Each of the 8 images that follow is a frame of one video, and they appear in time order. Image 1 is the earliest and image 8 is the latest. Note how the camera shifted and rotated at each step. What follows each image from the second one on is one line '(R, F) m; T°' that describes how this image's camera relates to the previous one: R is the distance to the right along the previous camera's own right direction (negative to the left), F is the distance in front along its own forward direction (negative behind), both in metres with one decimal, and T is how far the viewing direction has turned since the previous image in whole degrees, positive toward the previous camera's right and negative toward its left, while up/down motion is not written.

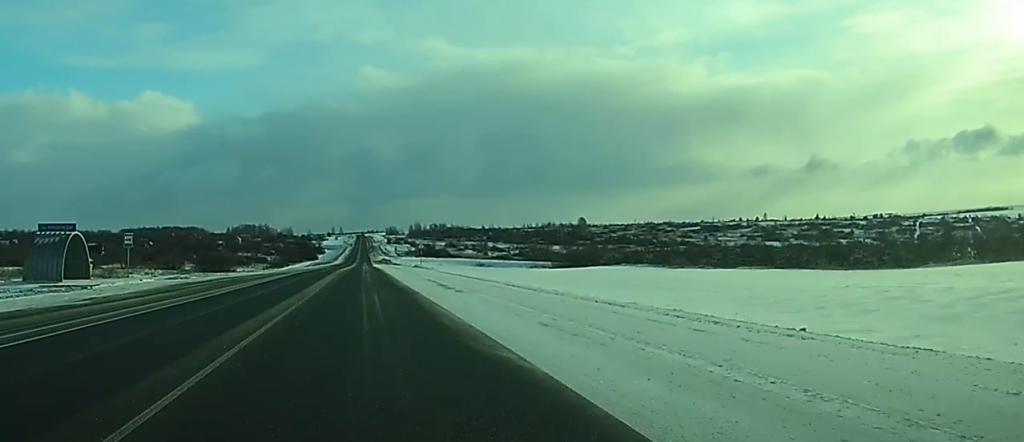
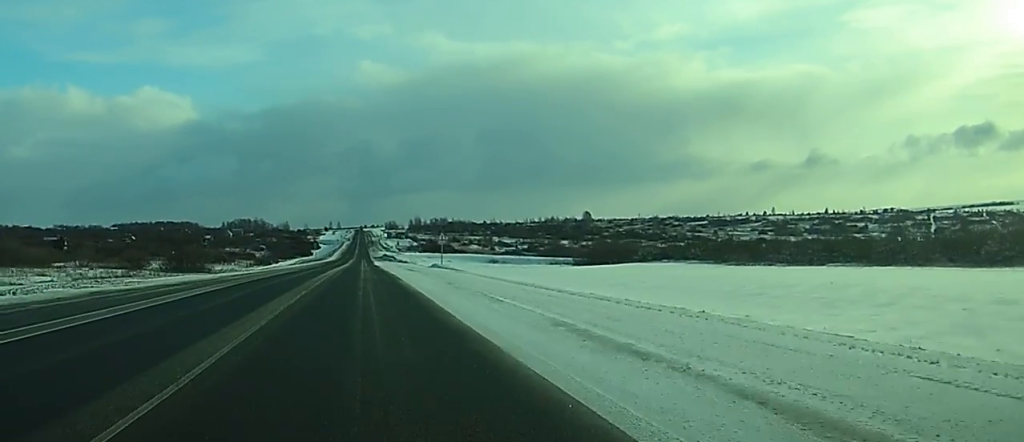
(+0.1, +30.3) m; 0°
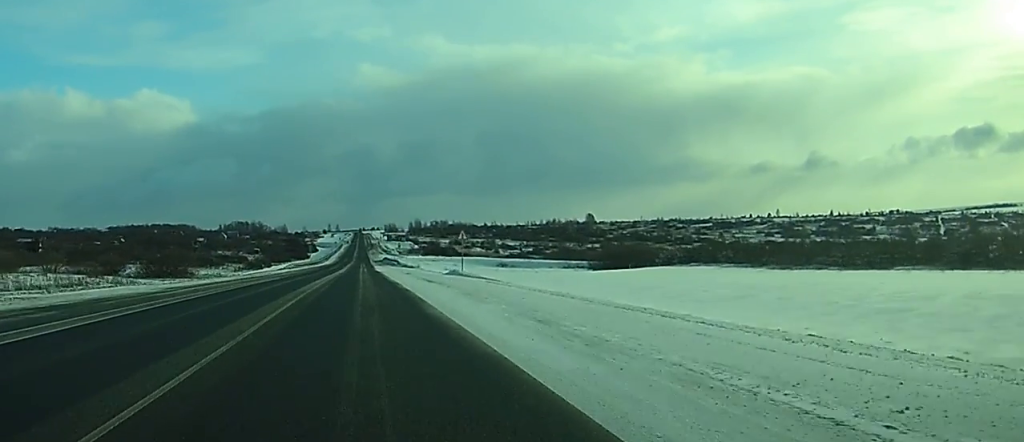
(0.0, +16.7) m; 0°
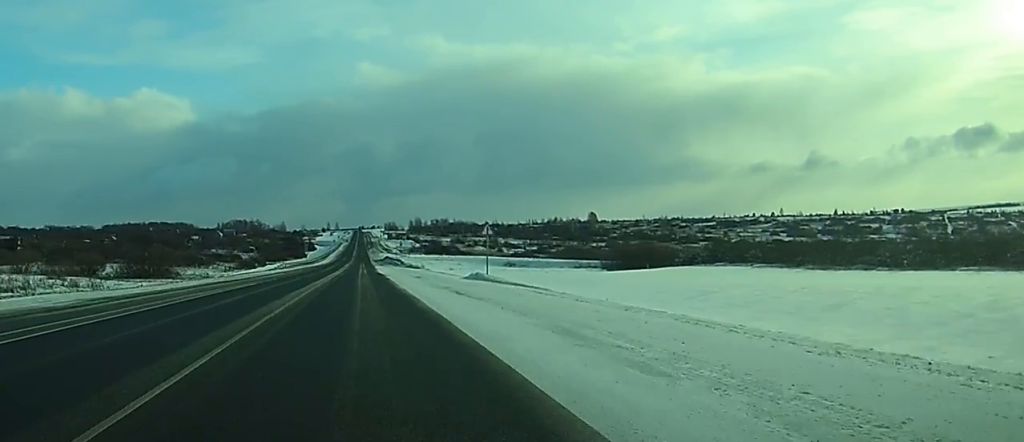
(0.0, +12.5) m; 0°
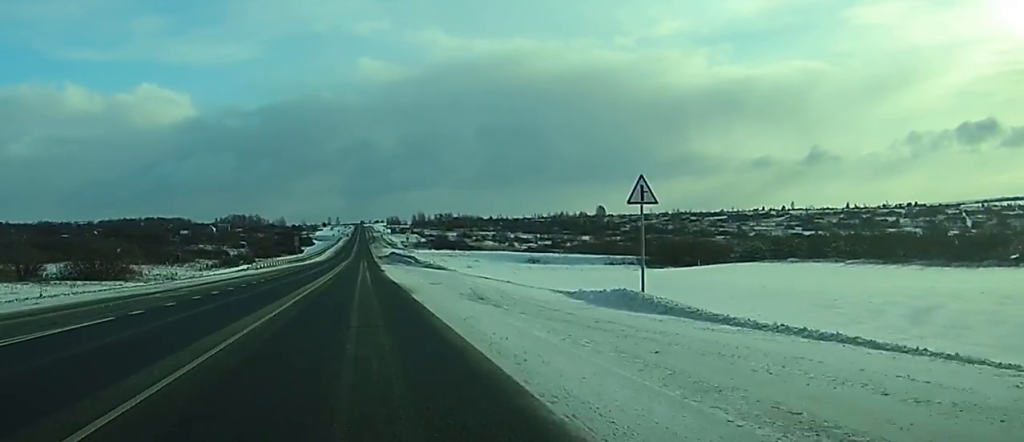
(0.0, +27.1) m; 0°
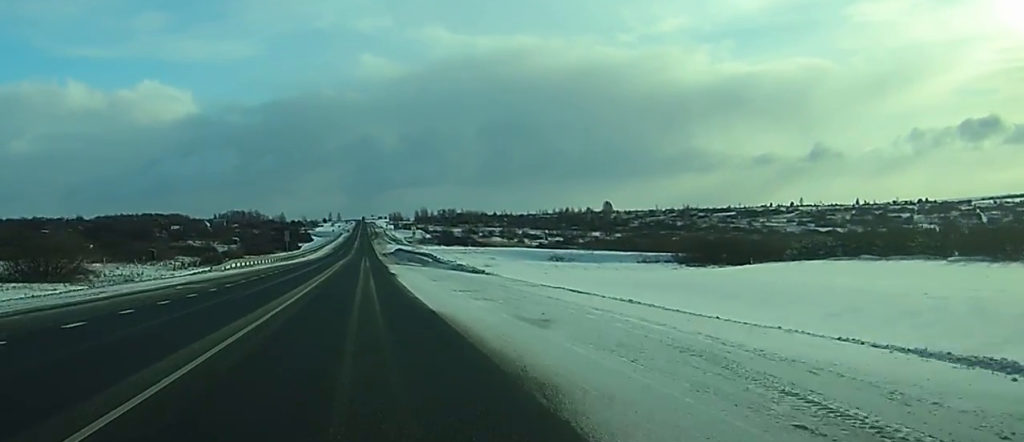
(0.0, +20.9) m; 0°
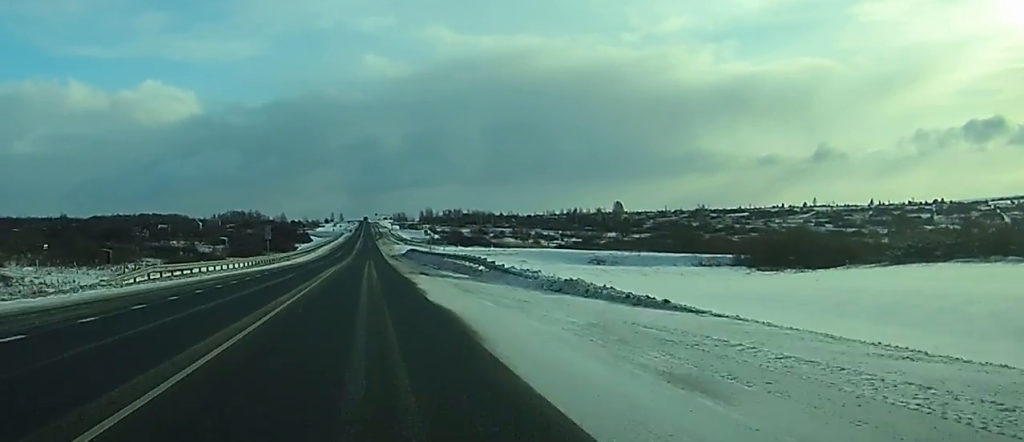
(+0.1, +27.2) m; 0°
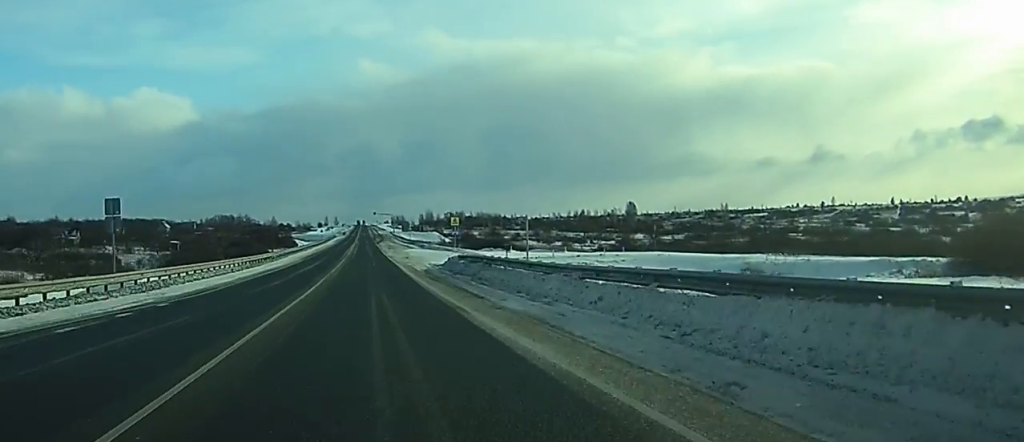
(-0.6, +57.5) m; -1°
